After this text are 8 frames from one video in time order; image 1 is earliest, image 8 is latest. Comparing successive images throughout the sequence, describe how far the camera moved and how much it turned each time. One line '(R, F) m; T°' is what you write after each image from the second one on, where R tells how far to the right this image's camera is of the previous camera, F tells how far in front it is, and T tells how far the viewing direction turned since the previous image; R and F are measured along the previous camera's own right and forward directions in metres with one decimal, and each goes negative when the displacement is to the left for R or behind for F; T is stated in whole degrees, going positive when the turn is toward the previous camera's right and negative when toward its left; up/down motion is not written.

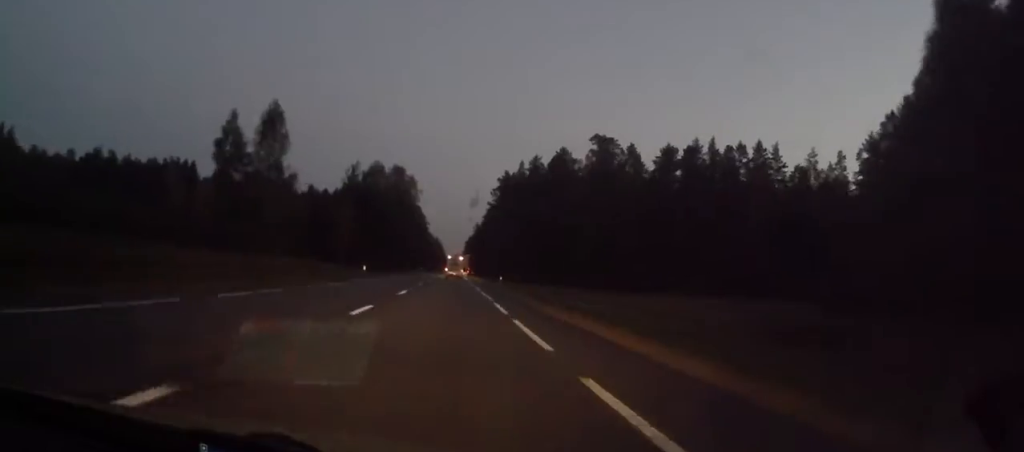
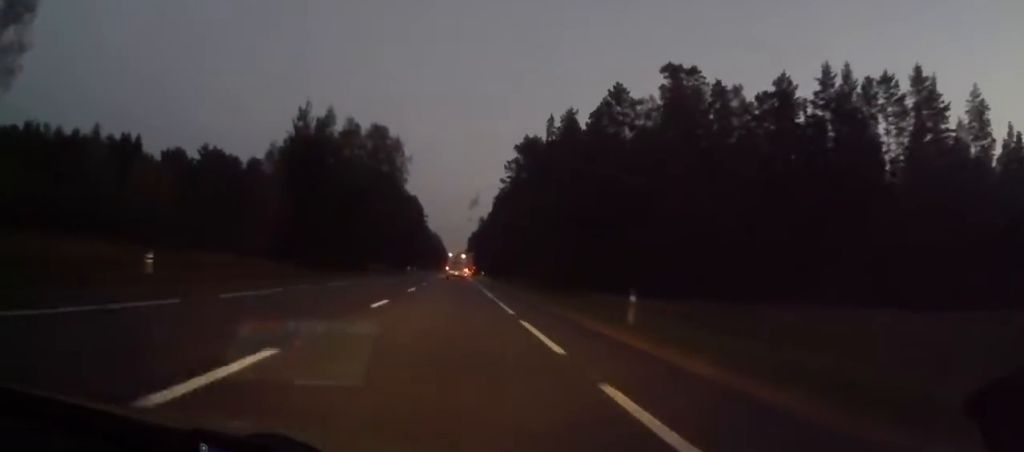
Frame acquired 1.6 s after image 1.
(-0.2, +46.1) m; 0°
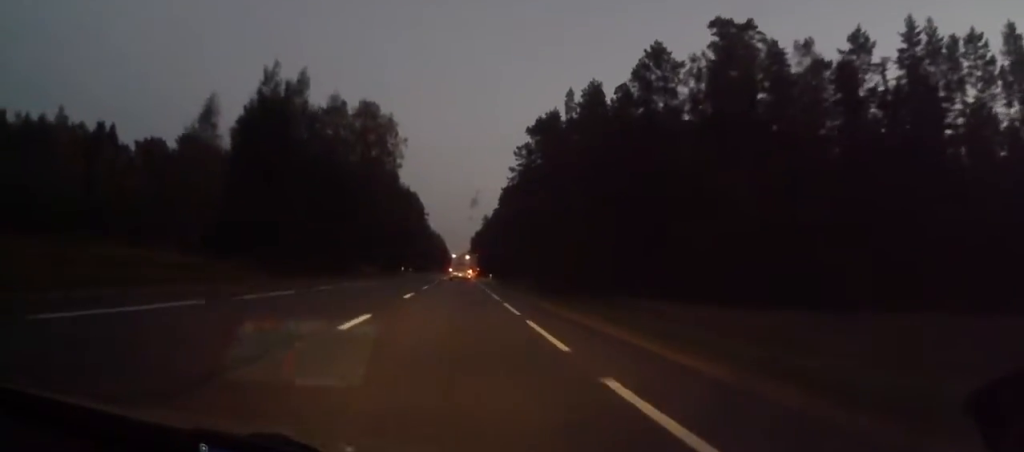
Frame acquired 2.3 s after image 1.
(+0.3, +17.8) m; 0°
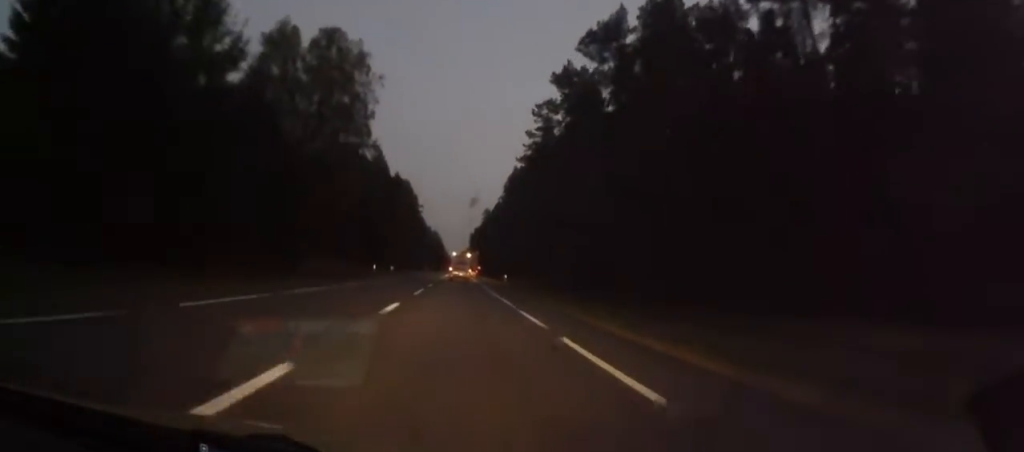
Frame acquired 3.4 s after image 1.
(-0.4, +32.6) m; 0°
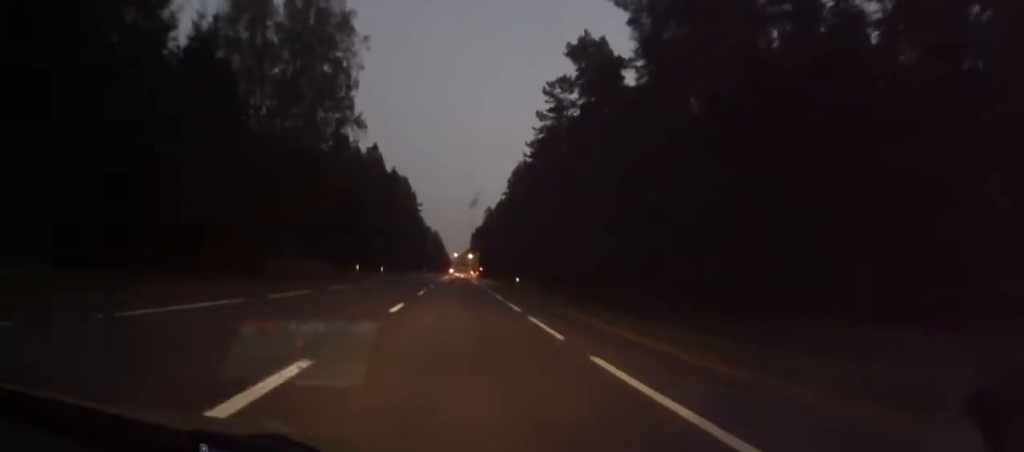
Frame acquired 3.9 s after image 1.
(+0.1, +11.9) m; 0°
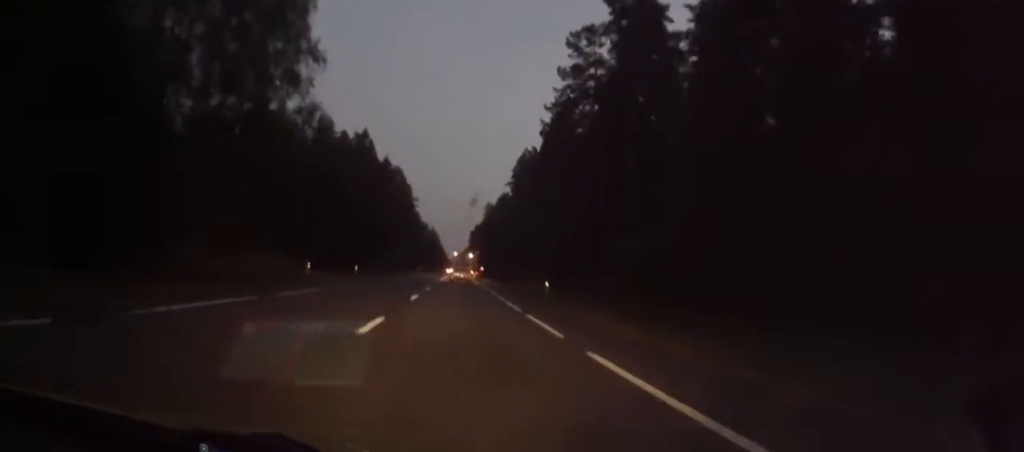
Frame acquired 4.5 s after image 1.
(+0.1, +18.2) m; 0°
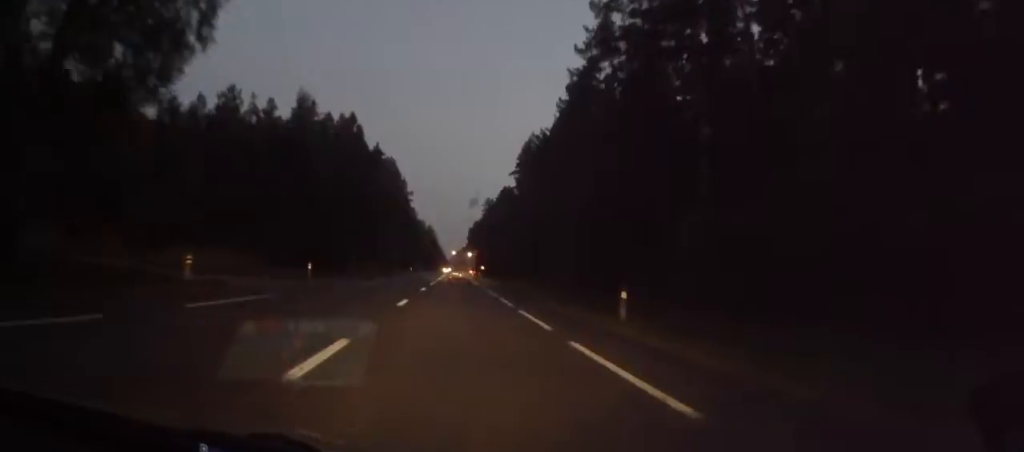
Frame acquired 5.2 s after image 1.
(-0.3, +16.8) m; 0°
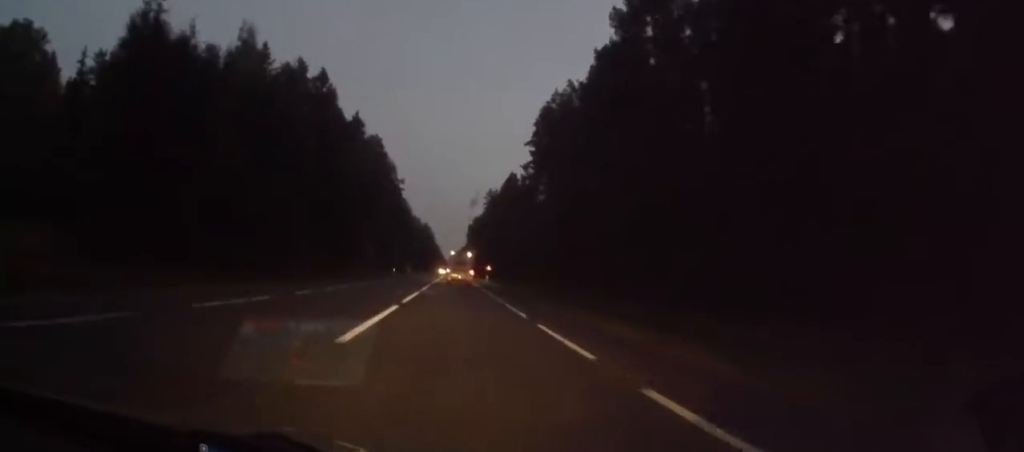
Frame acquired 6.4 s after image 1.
(+0.1, +32.5) m; +1°
